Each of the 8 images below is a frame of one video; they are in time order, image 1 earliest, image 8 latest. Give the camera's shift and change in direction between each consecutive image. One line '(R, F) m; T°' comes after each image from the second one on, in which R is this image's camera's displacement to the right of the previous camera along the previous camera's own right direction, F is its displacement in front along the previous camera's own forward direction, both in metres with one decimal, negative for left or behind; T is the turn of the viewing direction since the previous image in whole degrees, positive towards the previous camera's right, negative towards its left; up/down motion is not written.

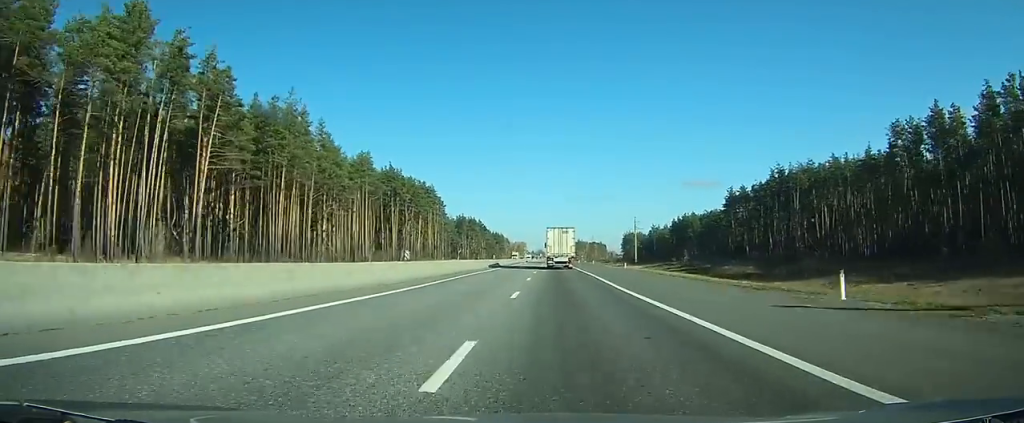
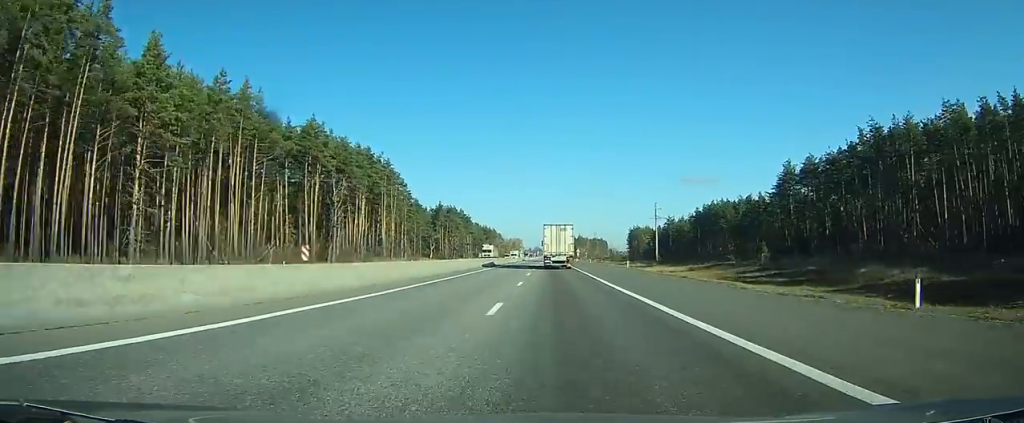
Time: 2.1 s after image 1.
(+0.2, +52.4) m; 0°
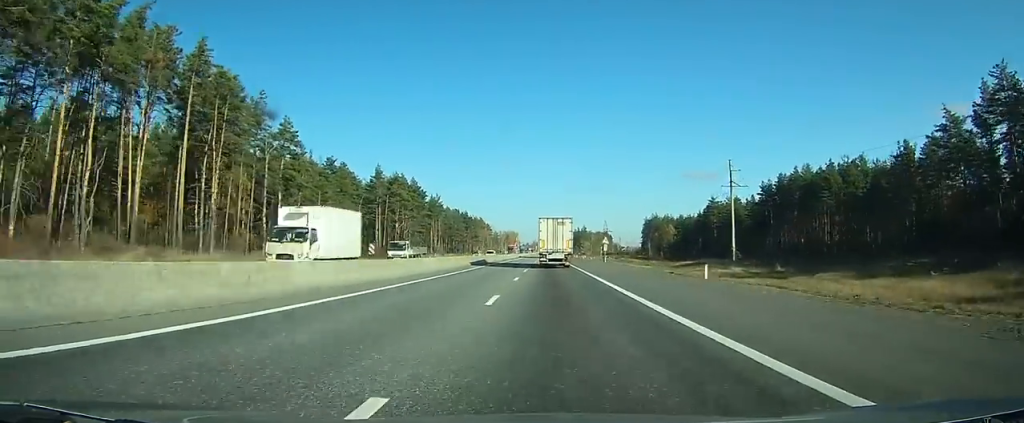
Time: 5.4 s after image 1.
(-0.1, +78.5) m; 0°
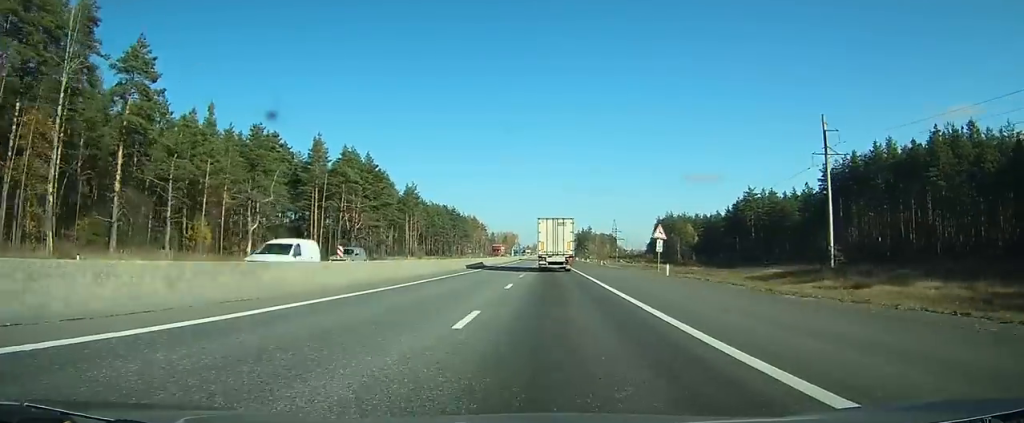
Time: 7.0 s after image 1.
(-0.1, +41.6) m; 0°
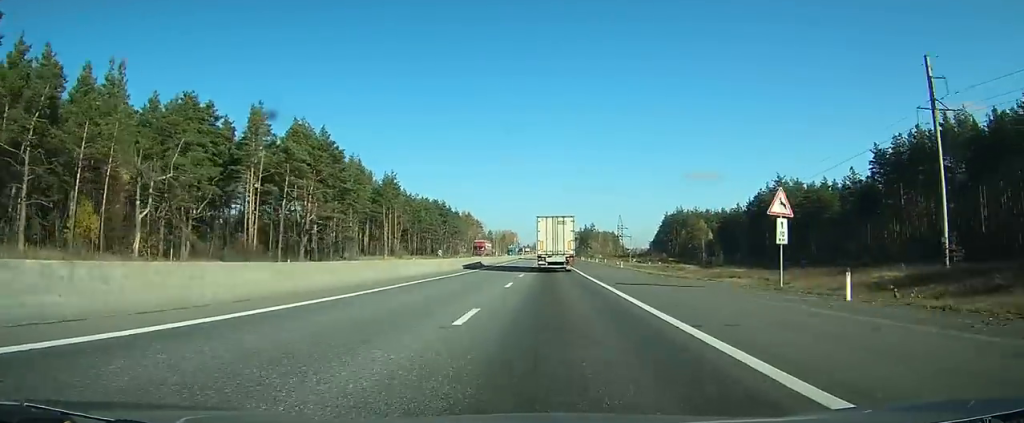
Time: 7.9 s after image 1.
(0.0, +24.3) m; 0°
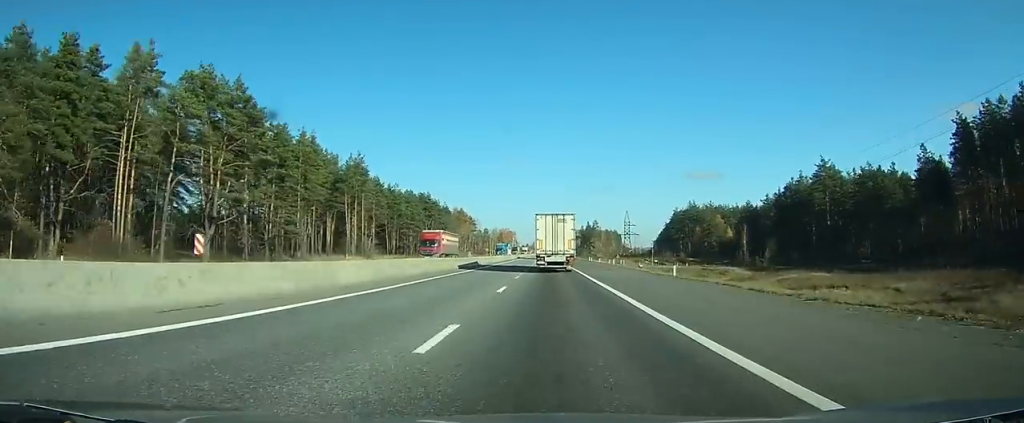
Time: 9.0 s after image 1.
(0.0, +27.7) m; 0°
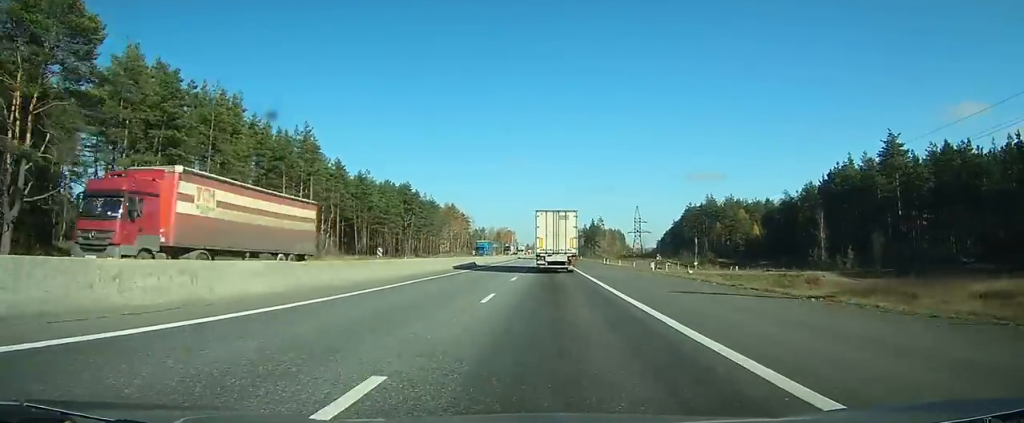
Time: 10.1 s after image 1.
(0.0, +28.8) m; 0°
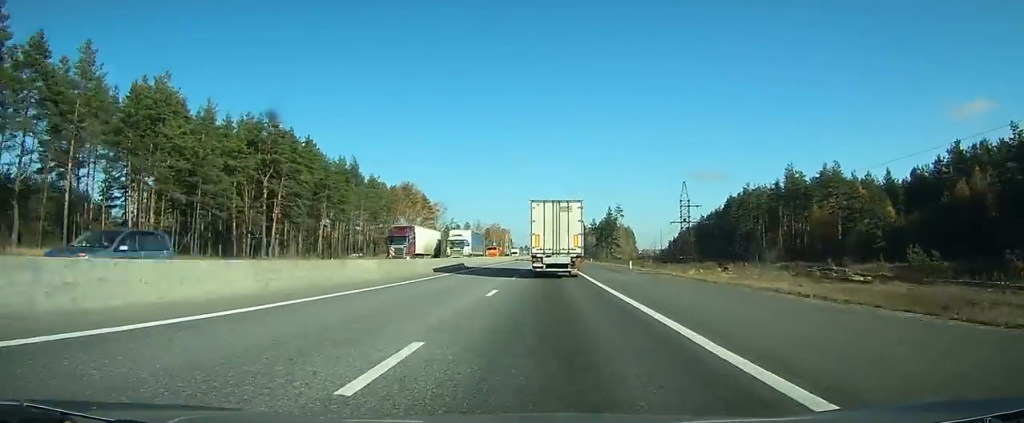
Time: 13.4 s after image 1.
(-0.1, +79.9) m; 0°
